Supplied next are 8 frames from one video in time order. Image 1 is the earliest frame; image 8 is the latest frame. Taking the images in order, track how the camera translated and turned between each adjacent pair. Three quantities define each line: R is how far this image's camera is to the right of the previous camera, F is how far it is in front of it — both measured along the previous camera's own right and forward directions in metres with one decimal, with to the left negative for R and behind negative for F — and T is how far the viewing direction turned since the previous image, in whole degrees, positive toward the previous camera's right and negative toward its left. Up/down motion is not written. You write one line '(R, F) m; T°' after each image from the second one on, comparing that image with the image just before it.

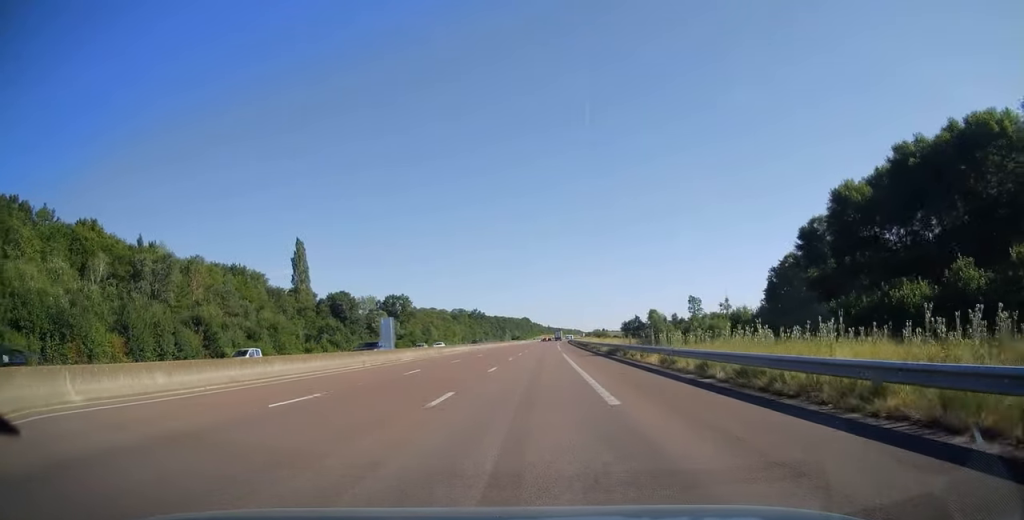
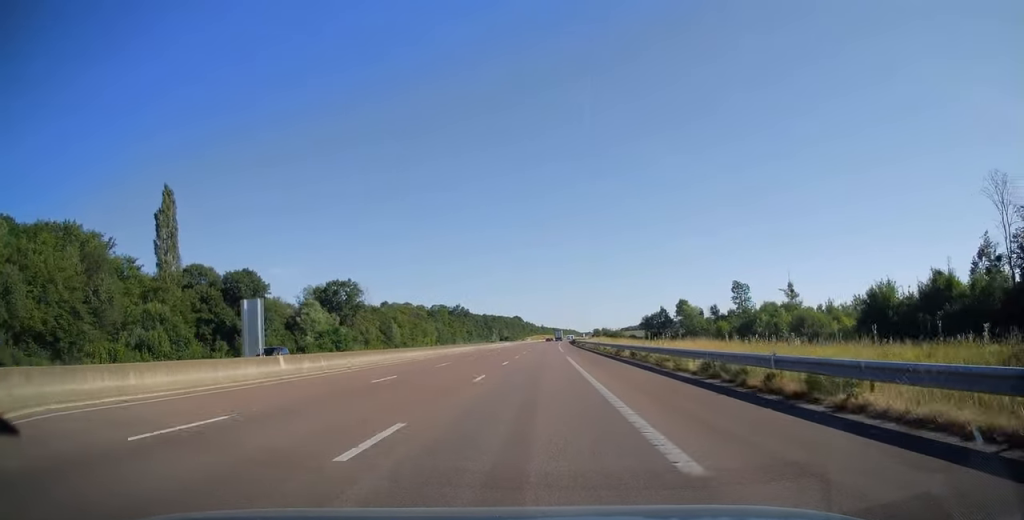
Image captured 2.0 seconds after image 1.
(+0.2, +58.2) m; +1°
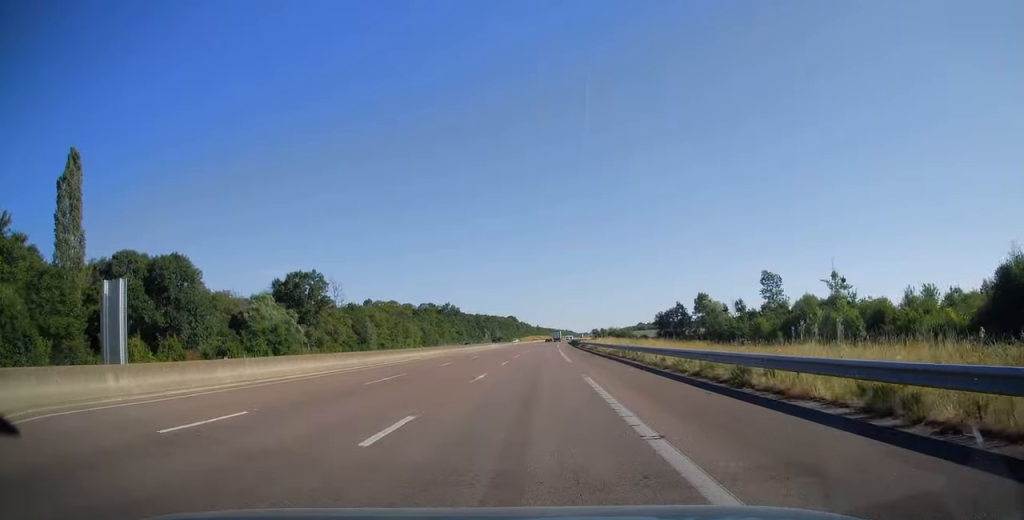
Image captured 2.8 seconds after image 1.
(+0.1, +25.0) m; 0°
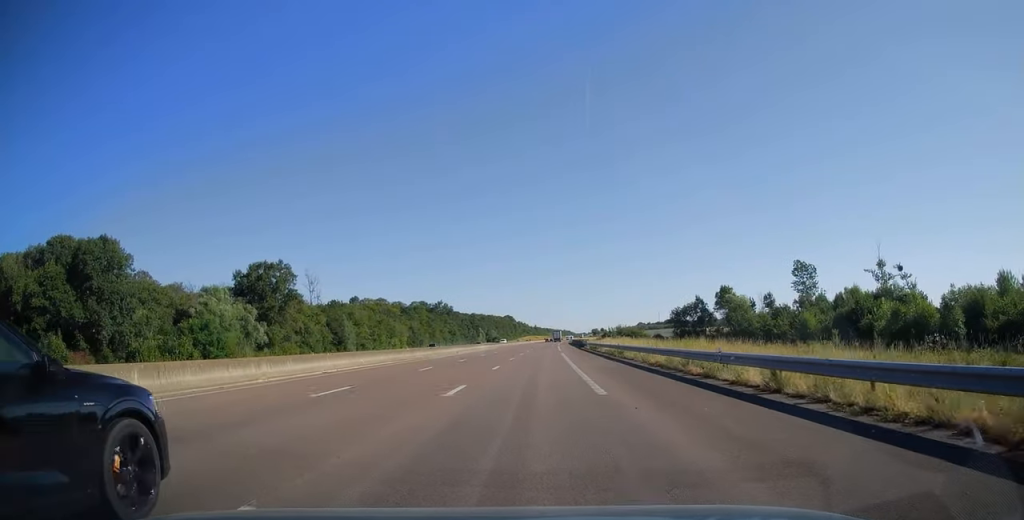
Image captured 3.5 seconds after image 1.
(+0.1, +19.1) m; 0°
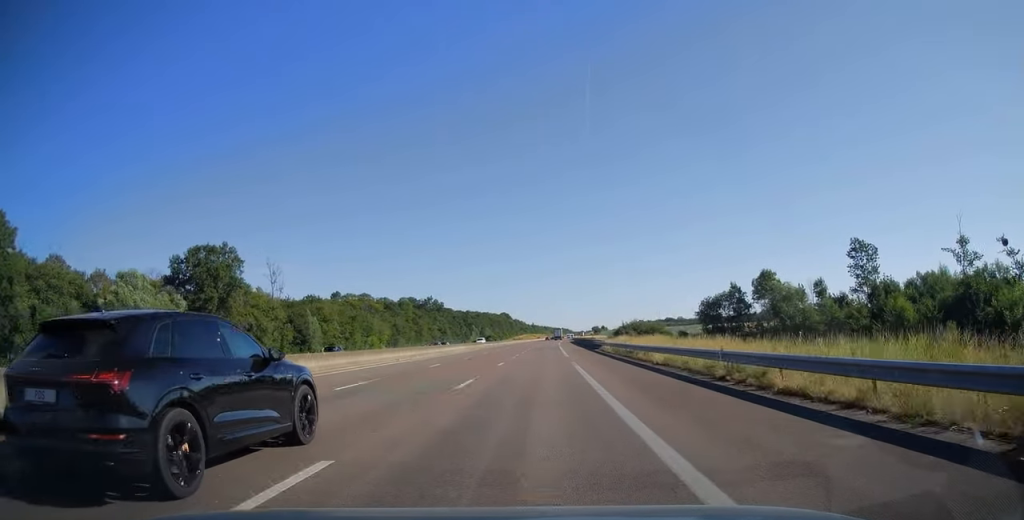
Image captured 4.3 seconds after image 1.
(+0.1, +24.0) m; 0°
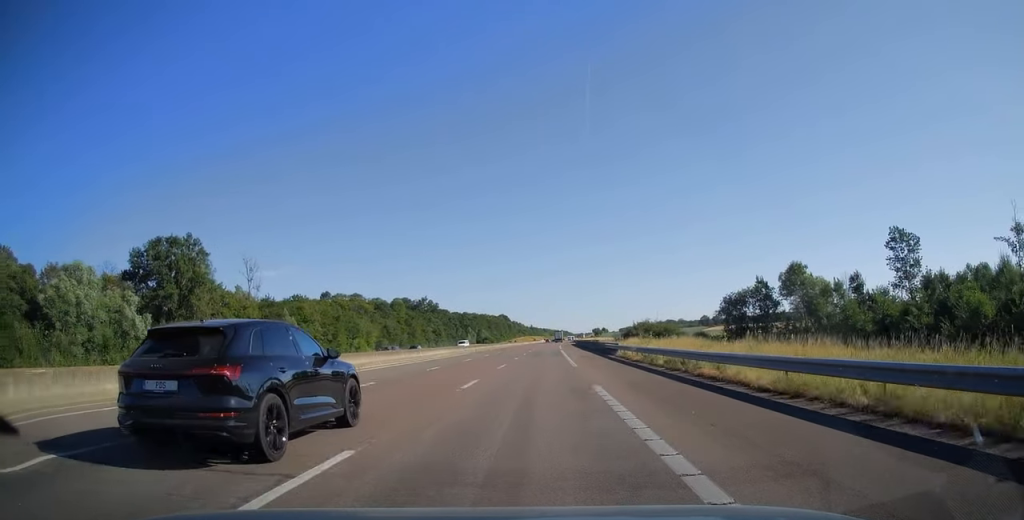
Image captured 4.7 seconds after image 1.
(0.0, +12.3) m; 0°
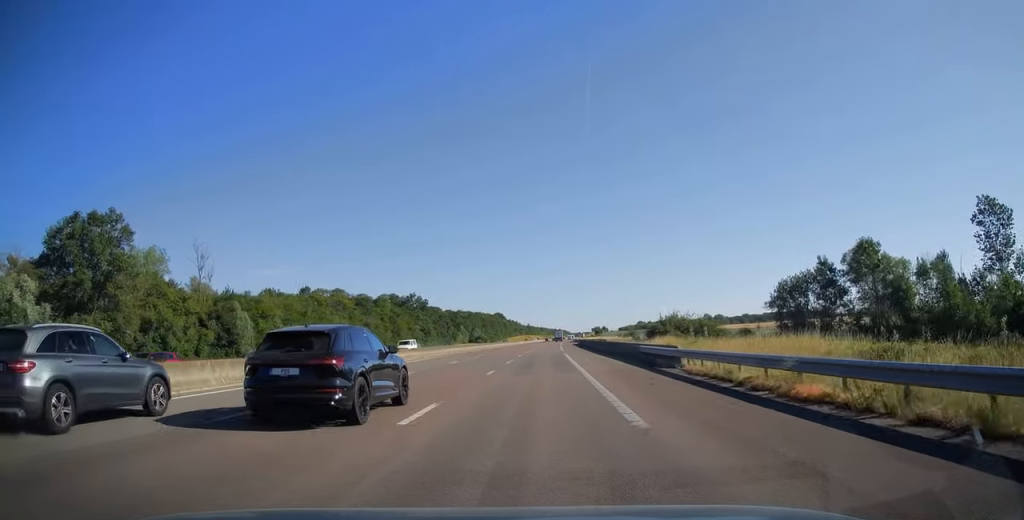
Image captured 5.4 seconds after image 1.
(0.0, +20.7) m; 0°
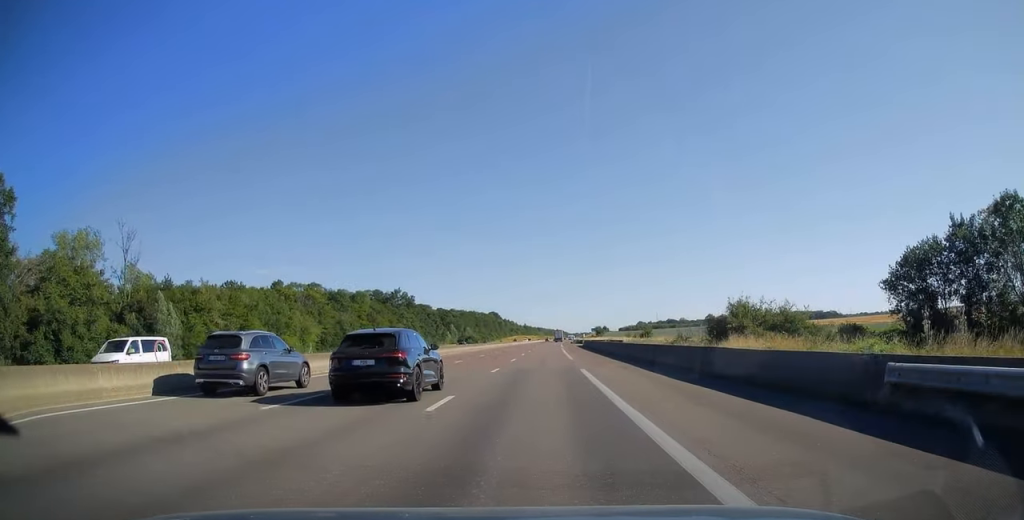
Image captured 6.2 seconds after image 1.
(+0.1, +24.2) m; 0°
